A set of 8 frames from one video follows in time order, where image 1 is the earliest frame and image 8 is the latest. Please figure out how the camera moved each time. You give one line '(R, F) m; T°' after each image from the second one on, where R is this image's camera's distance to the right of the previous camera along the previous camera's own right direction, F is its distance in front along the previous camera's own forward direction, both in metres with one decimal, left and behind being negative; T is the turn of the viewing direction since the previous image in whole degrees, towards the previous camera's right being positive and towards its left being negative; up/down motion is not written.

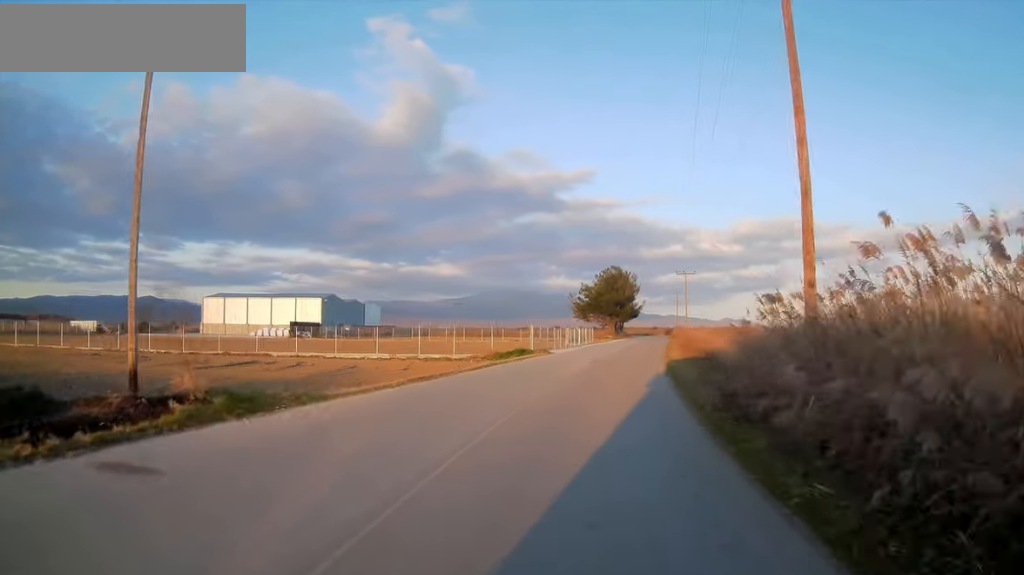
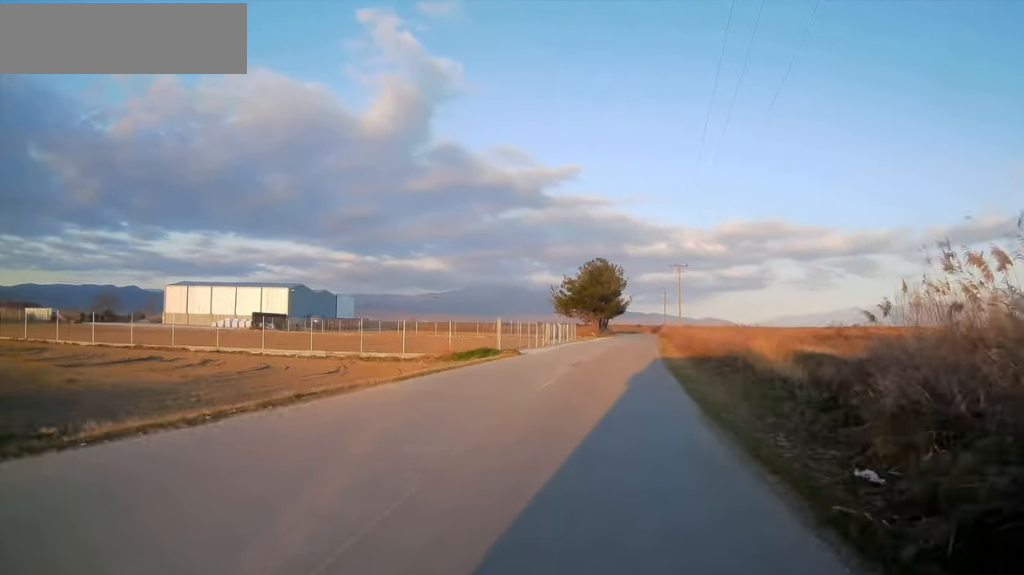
(0.0, +9.3) m; +2°
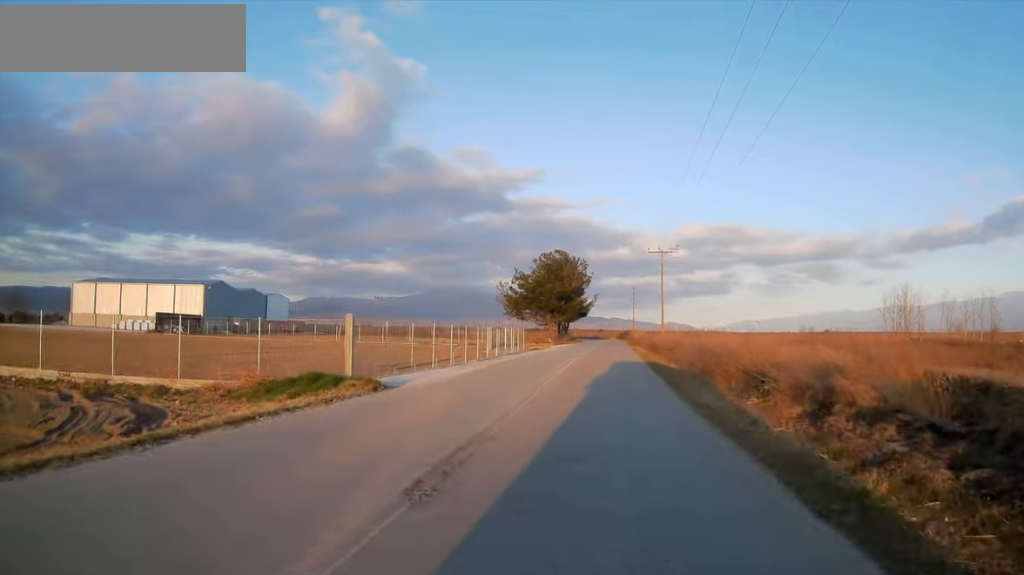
(+0.6, +19.6) m; +1°
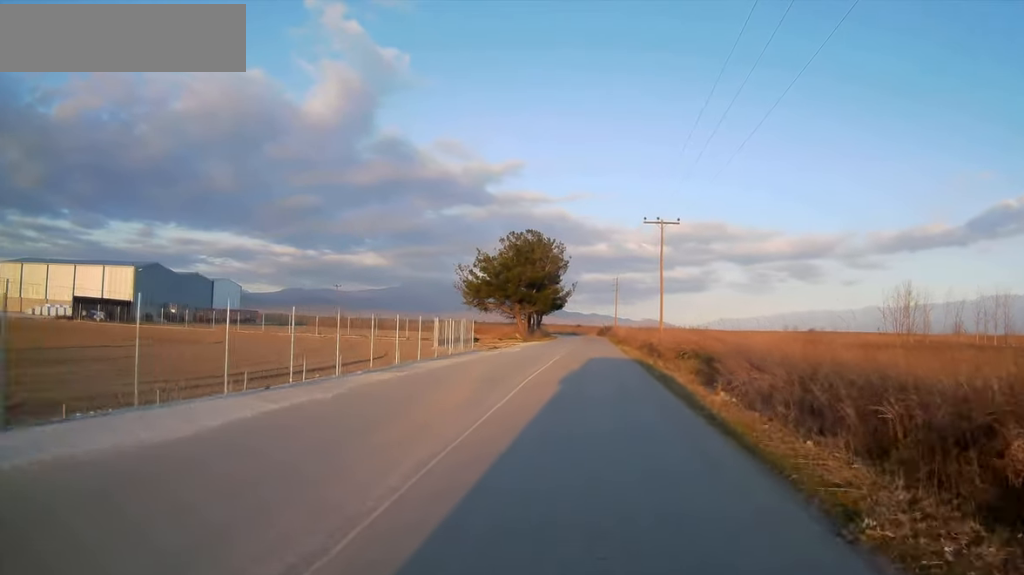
(+0.1, +15.4) m; +3°
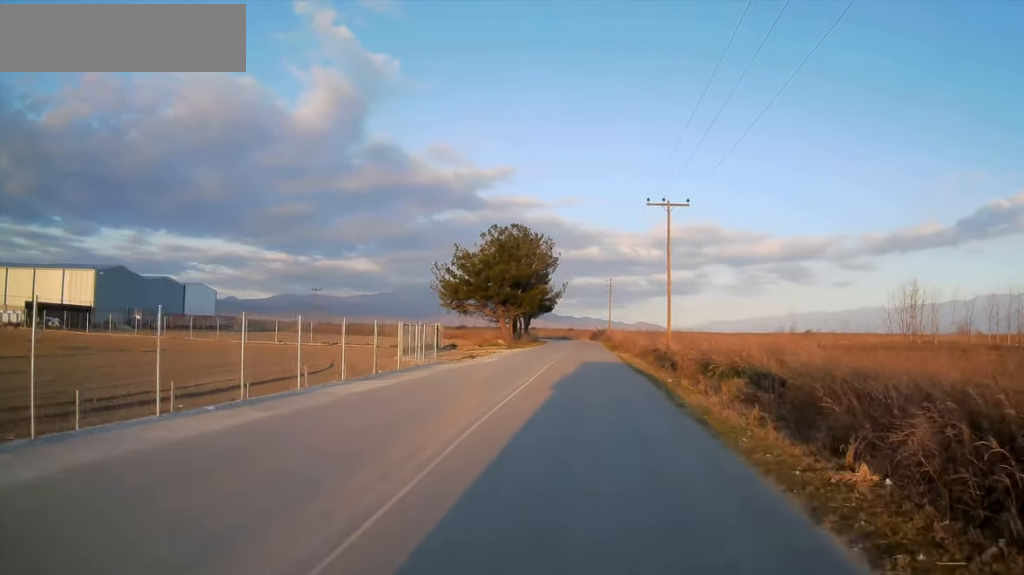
(+0.2, +8.3) m; +2°
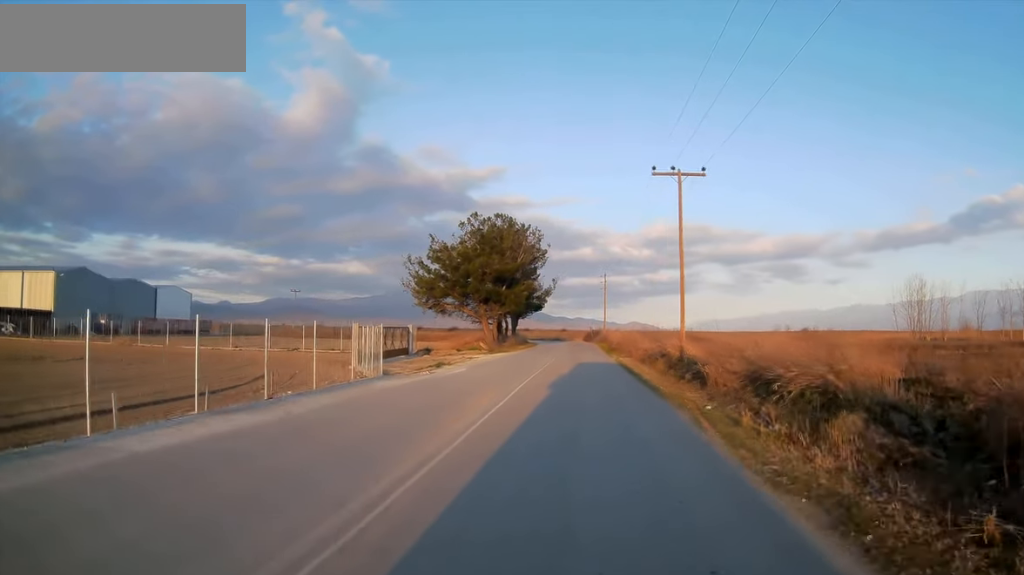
(+0.2, +7.8) m; +1°
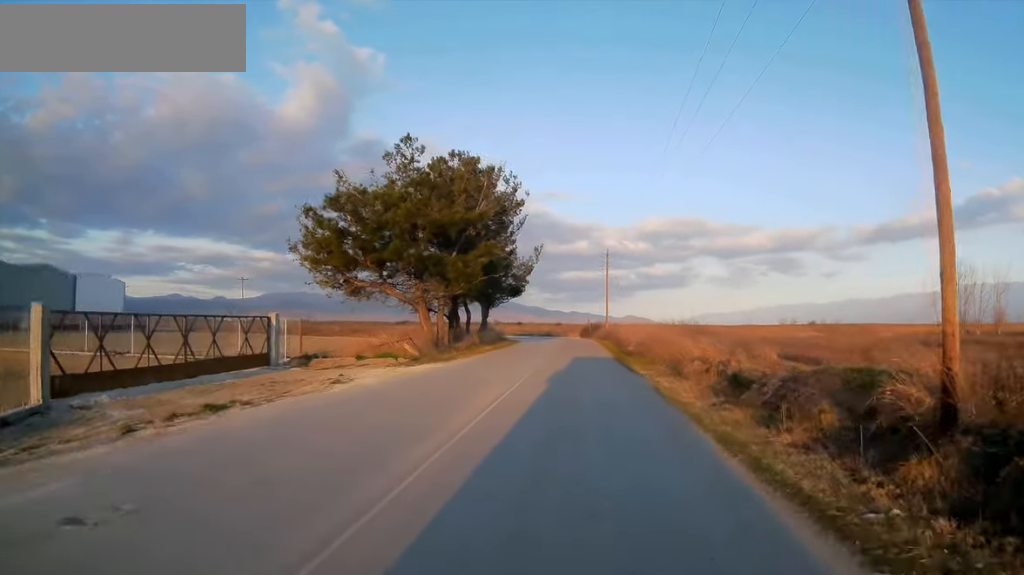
(+0.3, +23.4) m; +1°
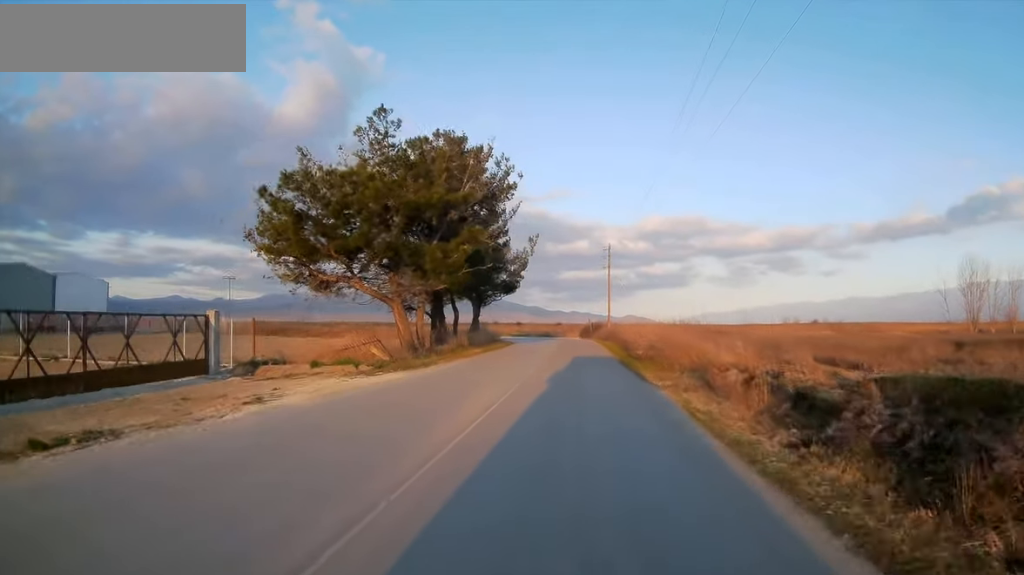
(0.0, +5.3) m; 0°
